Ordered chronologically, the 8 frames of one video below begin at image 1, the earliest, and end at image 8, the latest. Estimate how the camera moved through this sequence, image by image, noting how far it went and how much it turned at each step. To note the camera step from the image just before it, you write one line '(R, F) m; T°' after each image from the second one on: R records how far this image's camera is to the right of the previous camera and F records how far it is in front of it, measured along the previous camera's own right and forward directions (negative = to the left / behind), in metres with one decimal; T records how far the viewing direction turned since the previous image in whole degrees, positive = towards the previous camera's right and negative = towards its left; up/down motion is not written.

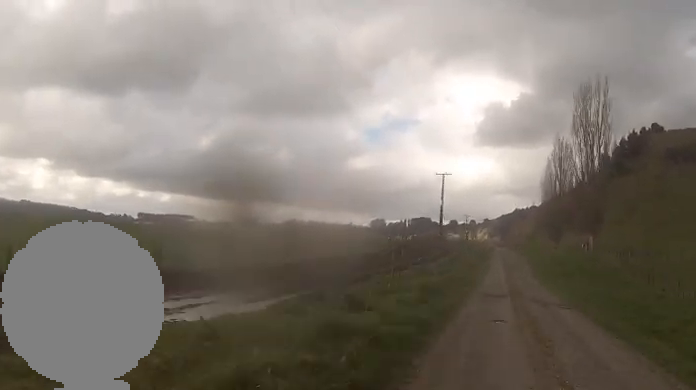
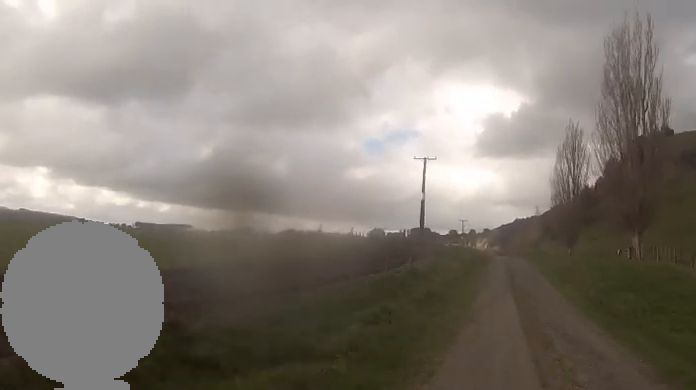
(-0.6, +15.4) m; -1°
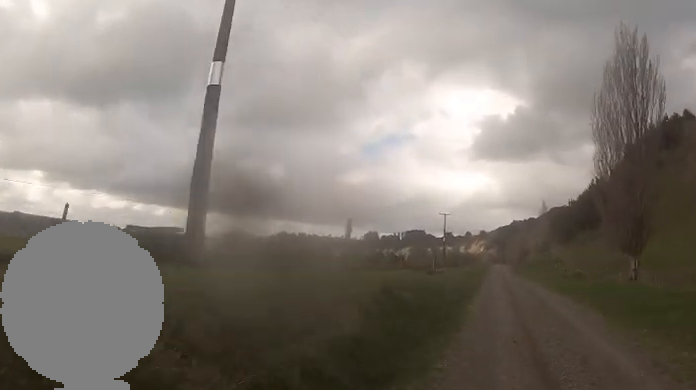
(+1.0, +31.3) m; +4°
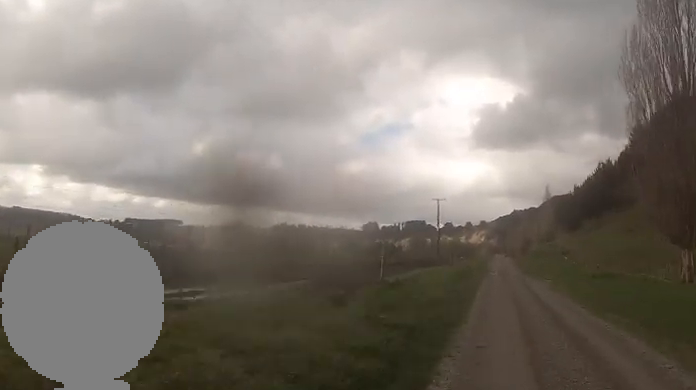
(-0.1, +9.6) m; 0°
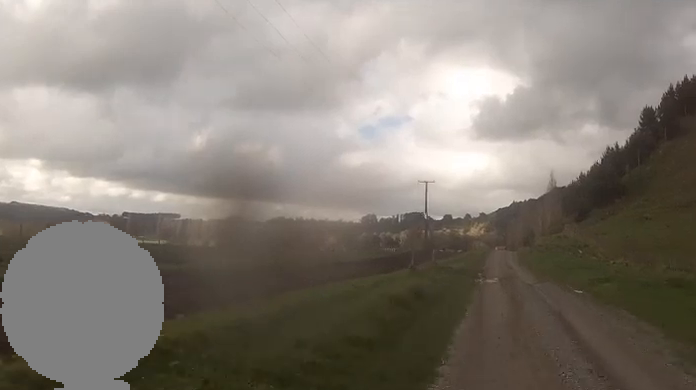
(-0.1, +11.6) m; -1°
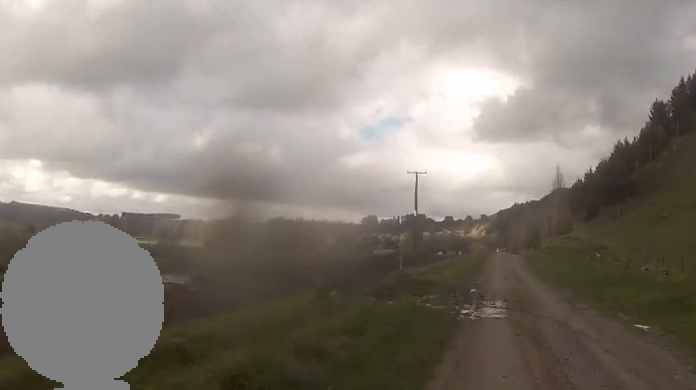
(0.0, +8.8) m; 0°
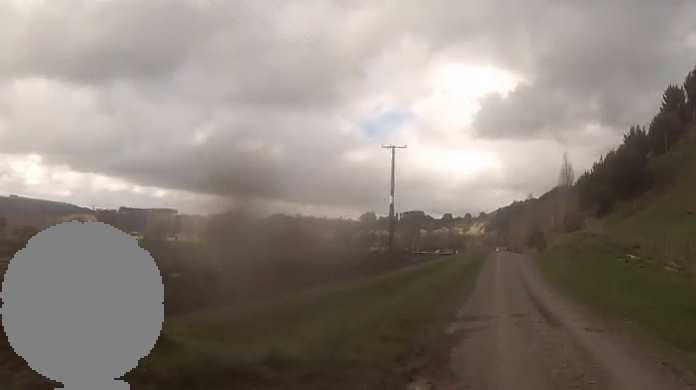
(0.0, +12.2) m; 0°
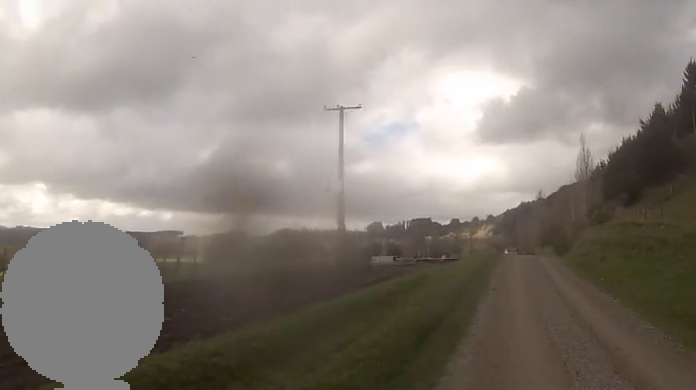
(0.0, +15.5) m; 0°
